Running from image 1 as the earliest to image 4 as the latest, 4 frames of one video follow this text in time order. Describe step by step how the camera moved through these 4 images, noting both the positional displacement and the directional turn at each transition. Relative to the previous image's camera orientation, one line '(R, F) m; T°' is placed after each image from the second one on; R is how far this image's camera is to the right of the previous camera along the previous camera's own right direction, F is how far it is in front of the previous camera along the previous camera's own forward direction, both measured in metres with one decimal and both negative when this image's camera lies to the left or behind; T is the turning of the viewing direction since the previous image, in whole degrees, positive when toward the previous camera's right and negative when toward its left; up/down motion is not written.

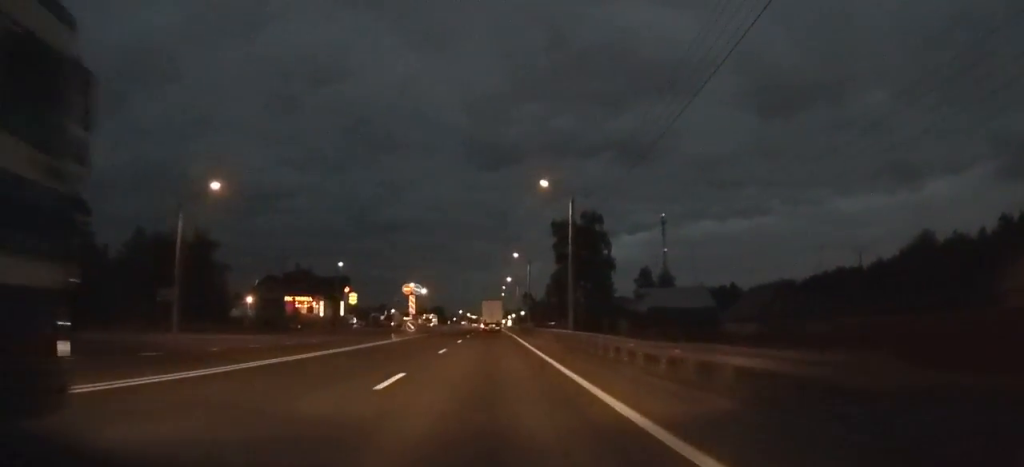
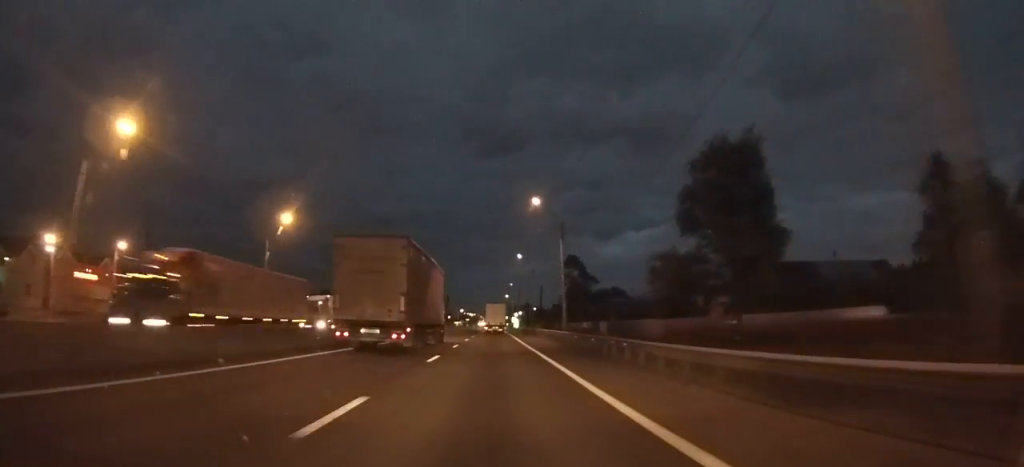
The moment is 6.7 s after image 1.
(-0.4, +111.9) m; 0°
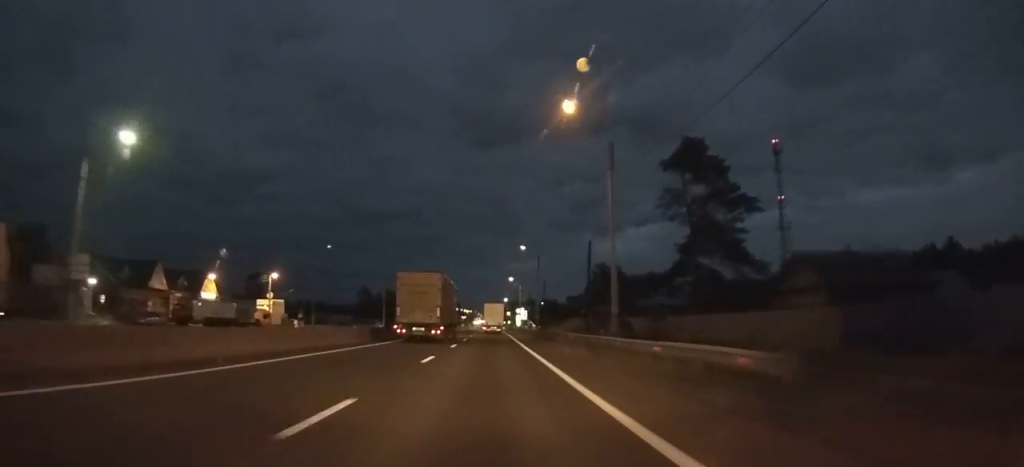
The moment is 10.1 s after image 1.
(0.0, +58.2) m; 0°
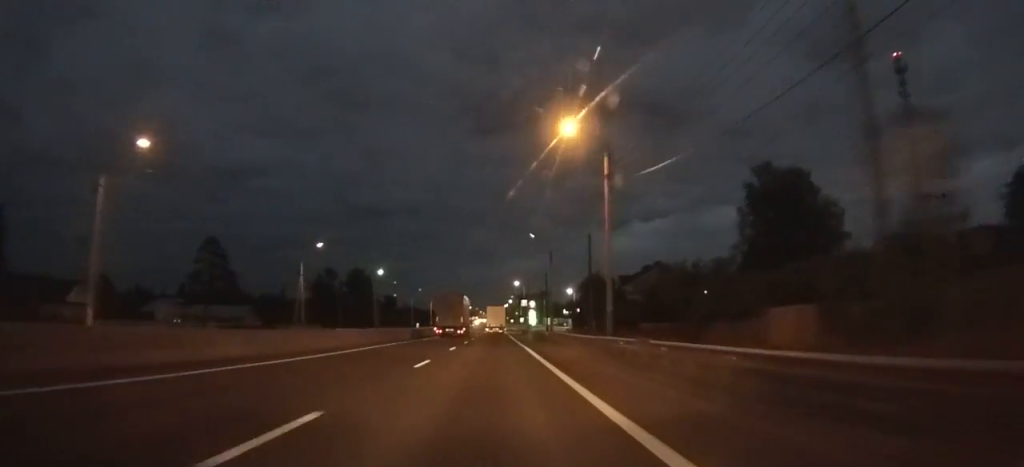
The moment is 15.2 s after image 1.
(+0.1, +86.8) m; 0°
